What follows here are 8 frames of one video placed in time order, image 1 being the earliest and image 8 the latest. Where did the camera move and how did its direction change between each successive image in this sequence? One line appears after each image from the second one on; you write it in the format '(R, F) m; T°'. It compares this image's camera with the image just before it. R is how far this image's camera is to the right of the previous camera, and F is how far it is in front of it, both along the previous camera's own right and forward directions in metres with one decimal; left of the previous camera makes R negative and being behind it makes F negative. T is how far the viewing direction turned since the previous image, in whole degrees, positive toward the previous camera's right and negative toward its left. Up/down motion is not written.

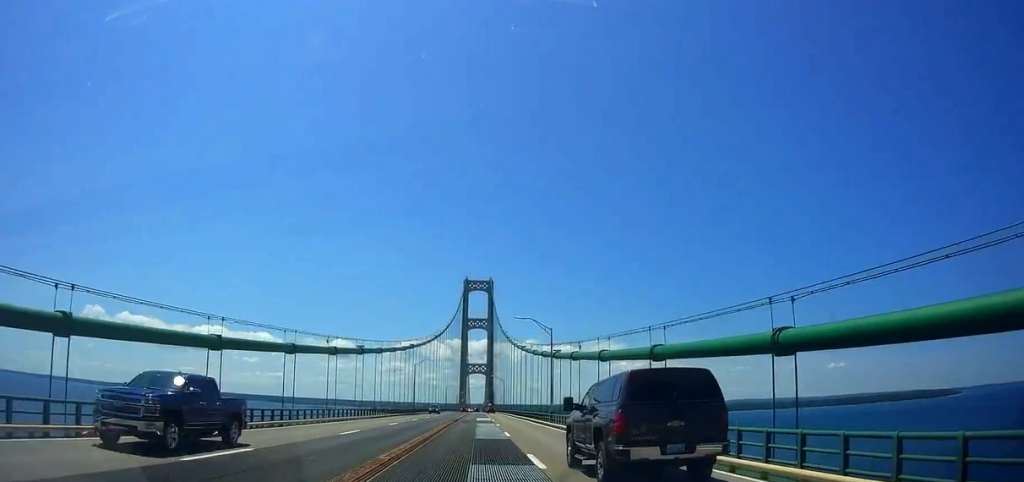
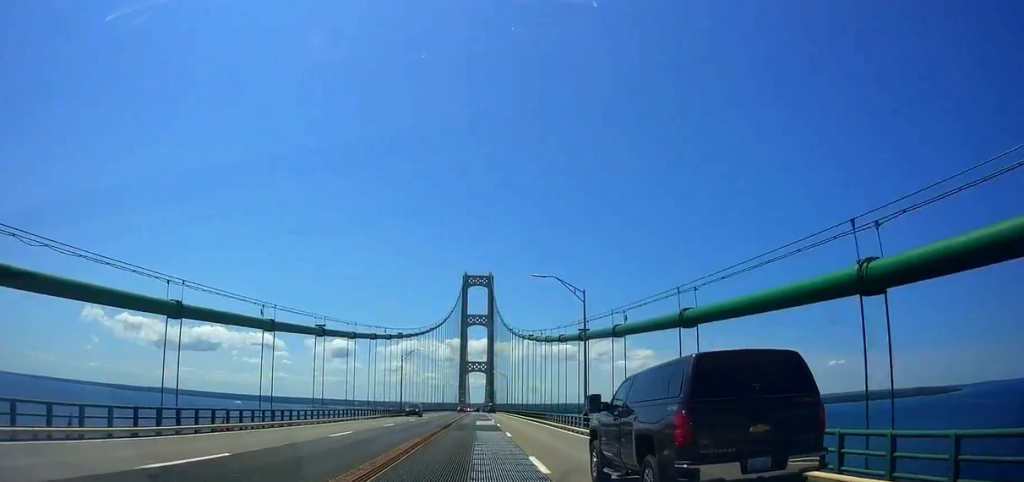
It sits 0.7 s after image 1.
(0.0, +16.3) m; 0°
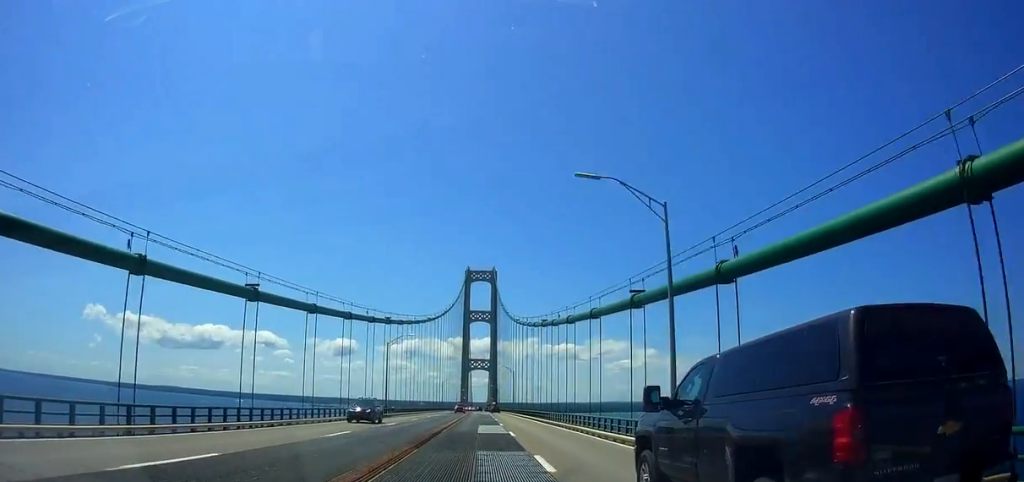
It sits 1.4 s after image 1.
(+0.1, +15.6) m; -1°
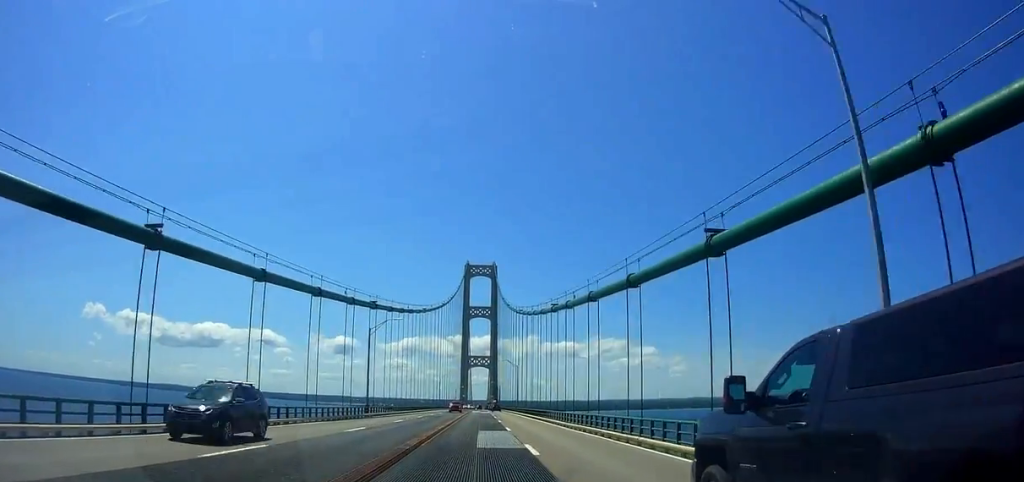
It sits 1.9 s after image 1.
(-0.2, +11.2) m; 0°
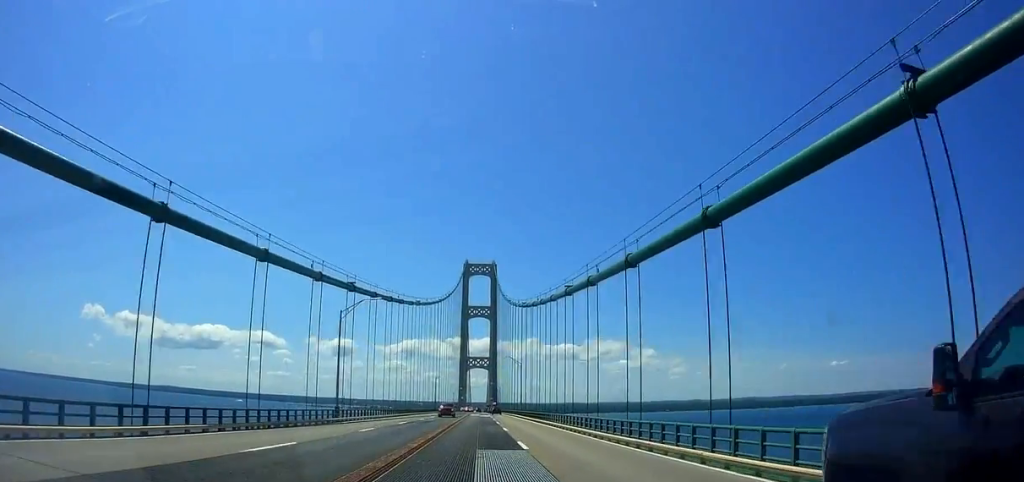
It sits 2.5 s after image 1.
(-0.3, +11.9) m; 0°
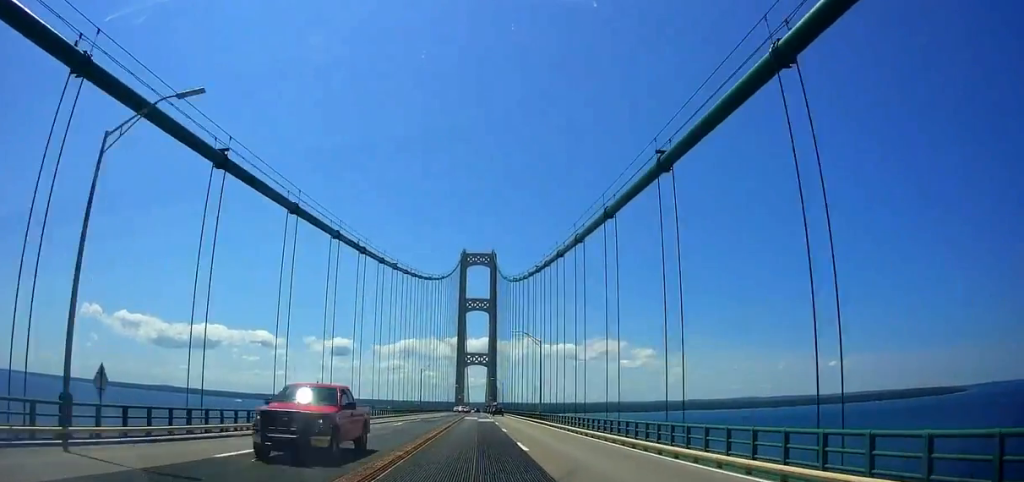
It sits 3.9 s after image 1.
(+0.8, +31.2) m; +2°
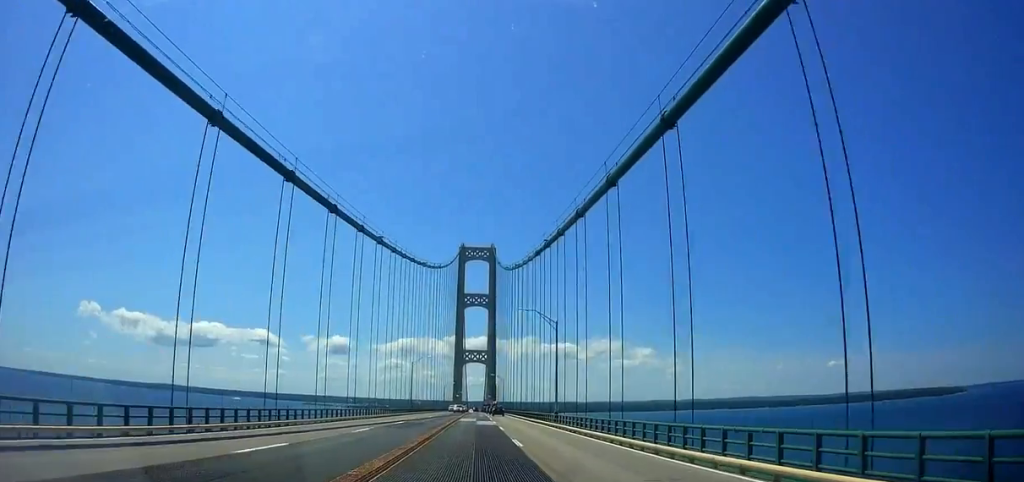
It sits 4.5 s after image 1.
(0.0, +13.4) m; 0°
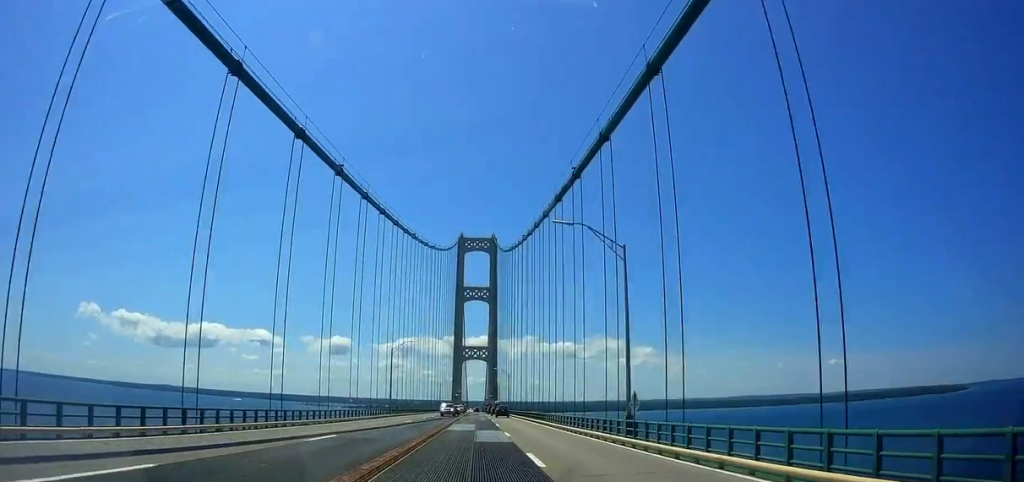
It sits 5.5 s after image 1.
(0.0, +23.1) m; 0°
